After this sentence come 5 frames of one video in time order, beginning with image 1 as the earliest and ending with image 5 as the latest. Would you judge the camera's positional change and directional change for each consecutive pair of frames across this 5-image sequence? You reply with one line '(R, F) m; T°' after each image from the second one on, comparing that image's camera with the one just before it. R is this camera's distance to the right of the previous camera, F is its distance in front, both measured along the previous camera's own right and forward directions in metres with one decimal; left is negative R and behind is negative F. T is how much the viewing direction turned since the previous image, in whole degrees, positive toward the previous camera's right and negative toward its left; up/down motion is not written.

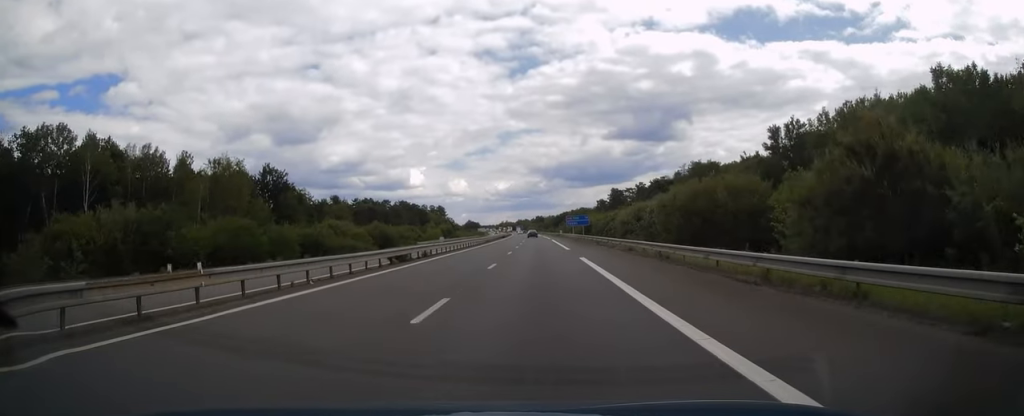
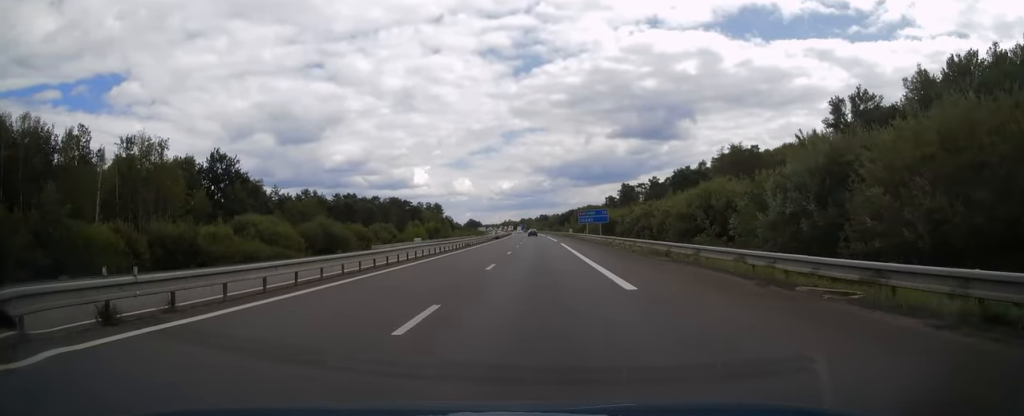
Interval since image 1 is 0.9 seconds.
(0.0, +27.1) m; -1°
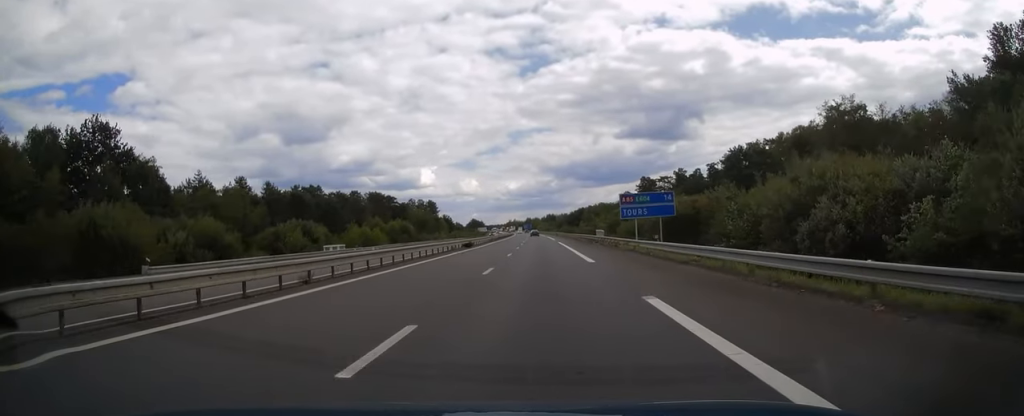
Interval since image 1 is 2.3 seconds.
(-0.5, +41.3) m; -1°
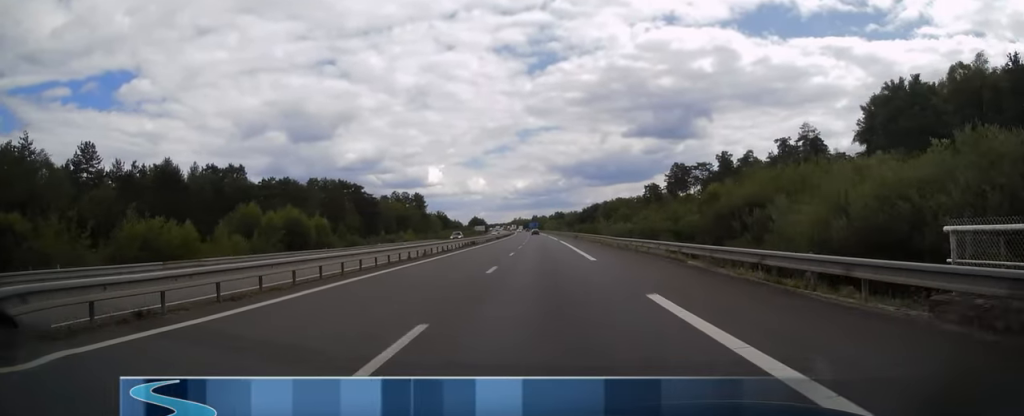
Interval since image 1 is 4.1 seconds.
(0.0, +51.4) m; 0°
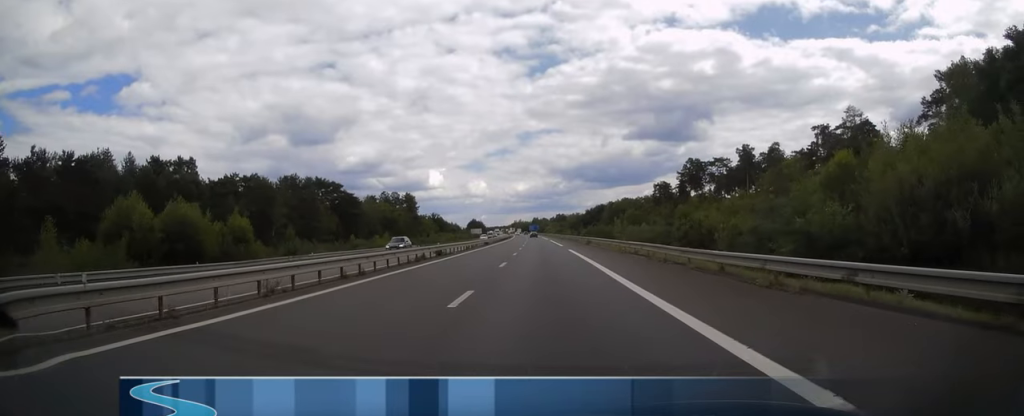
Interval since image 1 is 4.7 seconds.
(0.0, +20.1) m; 0°
